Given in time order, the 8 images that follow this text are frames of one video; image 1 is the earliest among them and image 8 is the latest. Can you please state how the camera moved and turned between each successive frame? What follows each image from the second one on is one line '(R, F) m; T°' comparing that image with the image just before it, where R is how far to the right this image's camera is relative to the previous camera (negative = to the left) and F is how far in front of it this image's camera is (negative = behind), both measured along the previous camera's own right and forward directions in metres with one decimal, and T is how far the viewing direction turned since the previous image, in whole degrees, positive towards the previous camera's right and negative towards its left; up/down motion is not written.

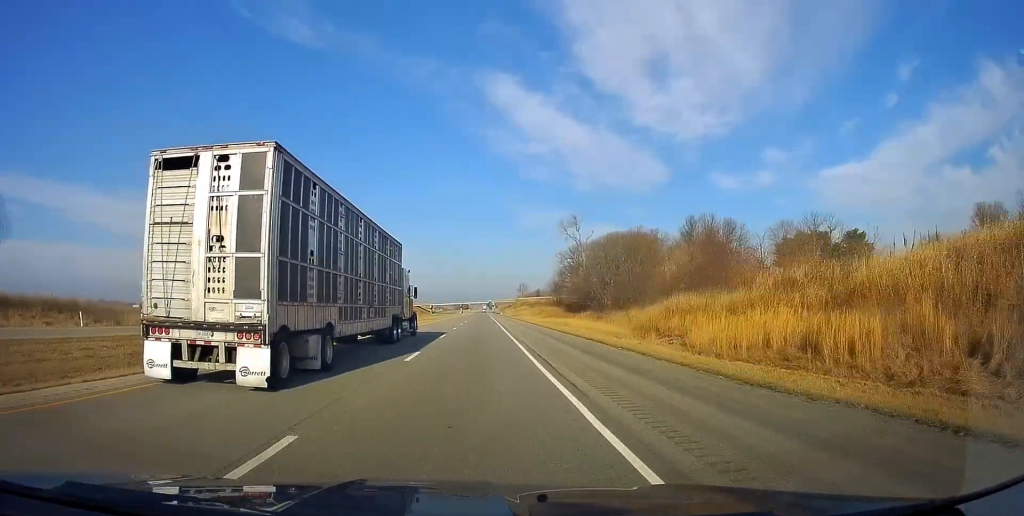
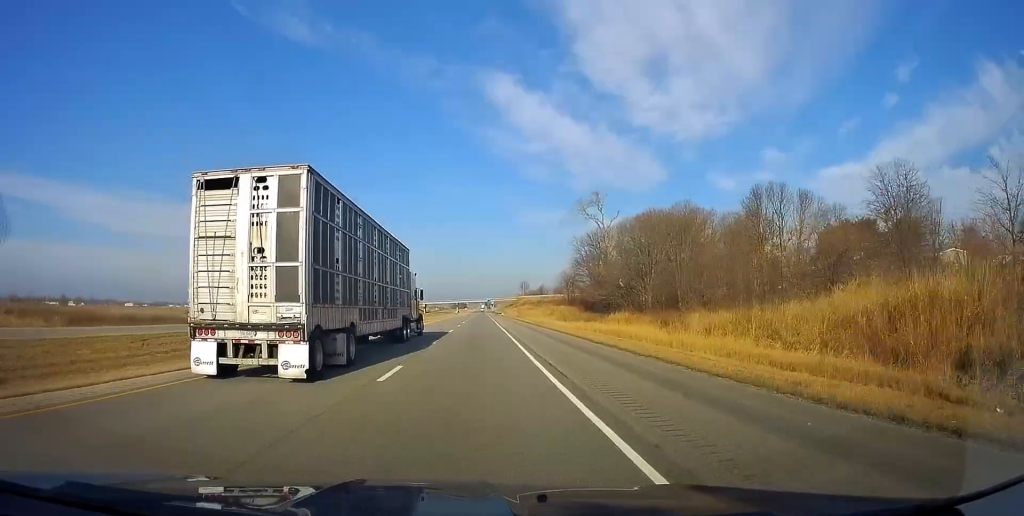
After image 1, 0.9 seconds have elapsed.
(+0.4, +29.6) m; 0°
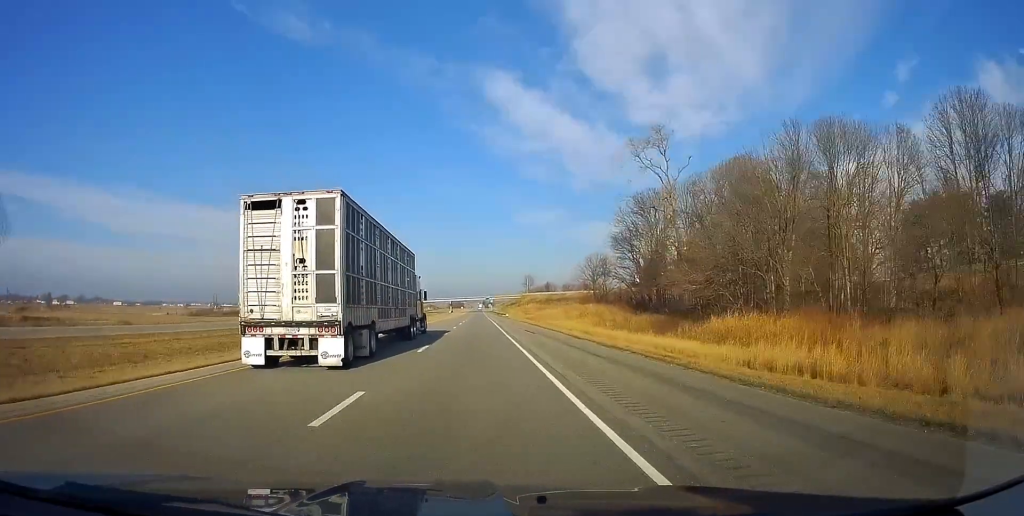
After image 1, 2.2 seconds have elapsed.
(0.0, +42.7) m; 0°
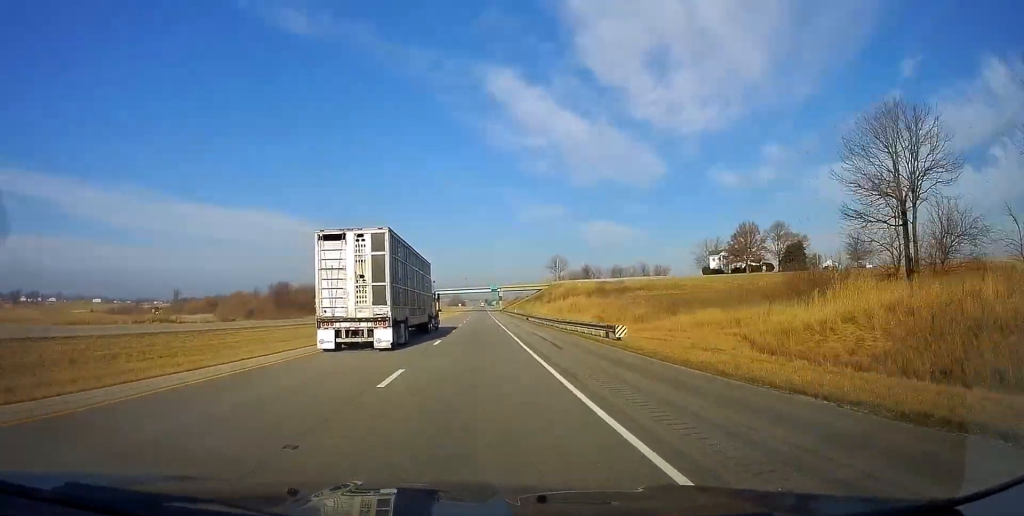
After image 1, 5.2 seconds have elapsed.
(-1.0, +97.3) m; 0°
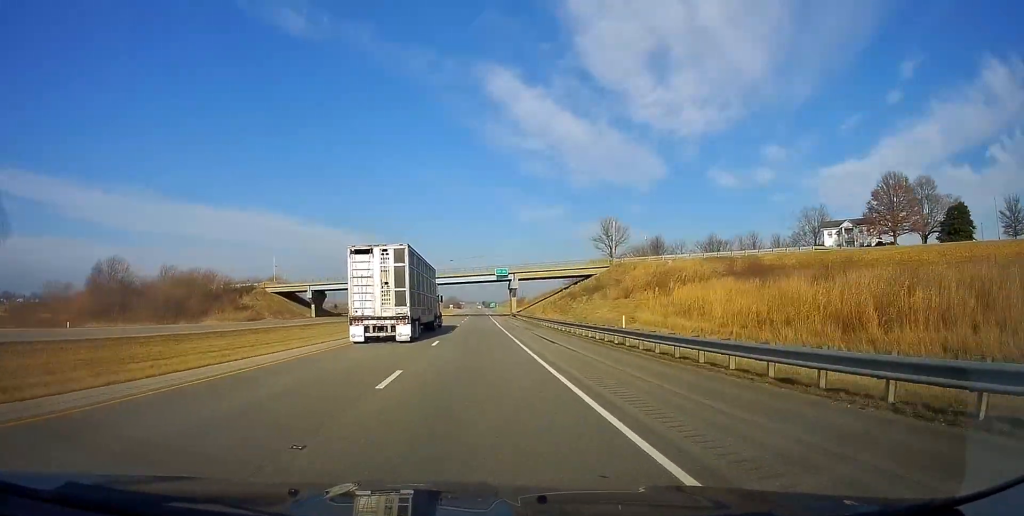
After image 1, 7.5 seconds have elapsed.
(+0.8, +75.6) m; +1°
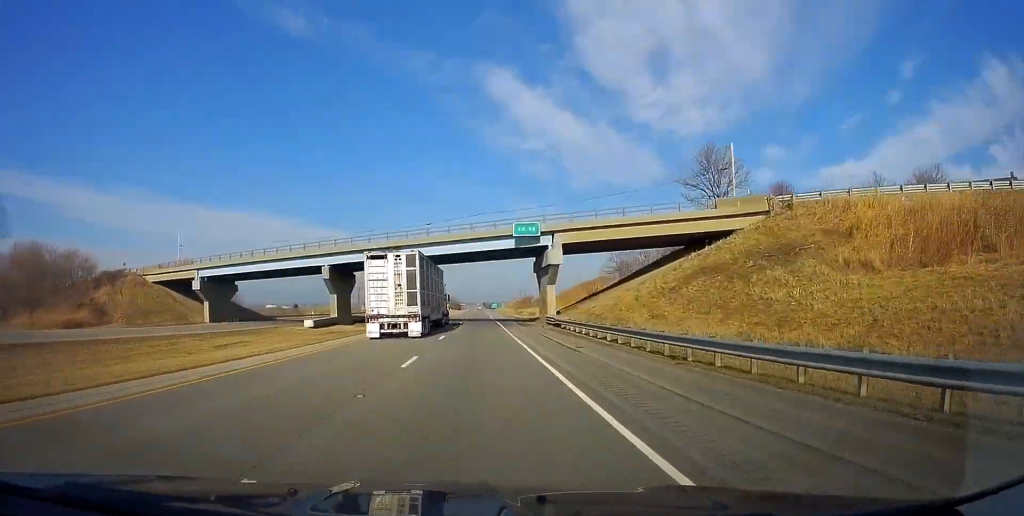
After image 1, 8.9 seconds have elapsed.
(+0.3, +47.1) m; 0°
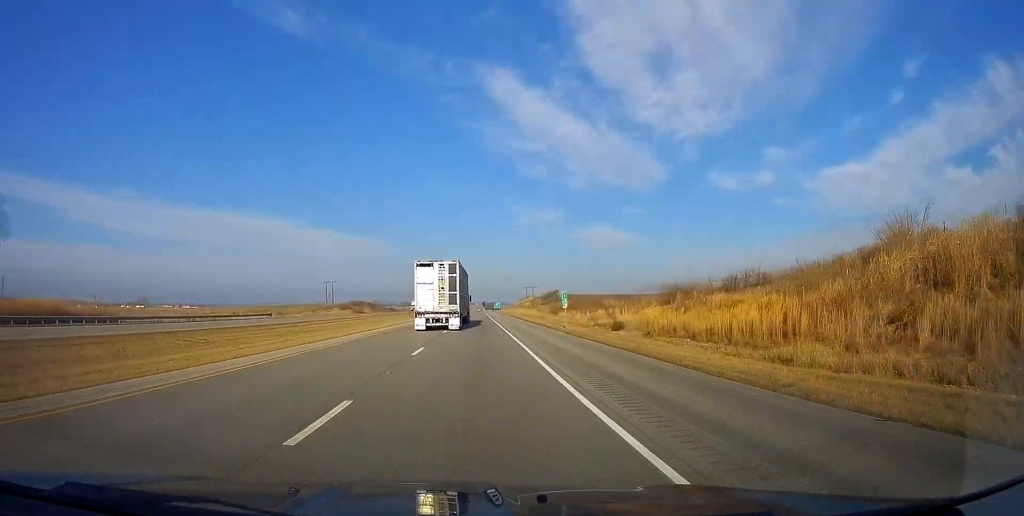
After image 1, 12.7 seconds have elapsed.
(-1.1, +123.7) m; 0°
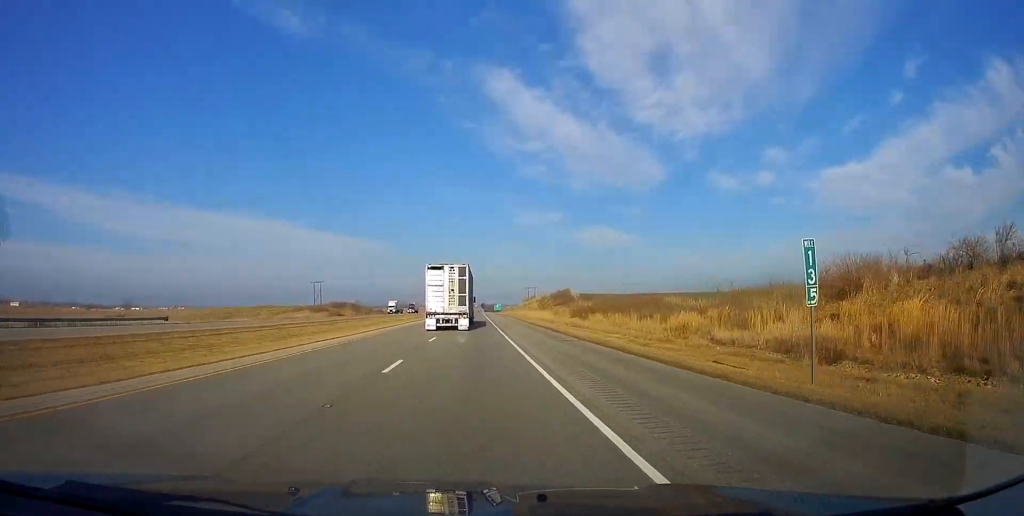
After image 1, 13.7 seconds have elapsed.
(0.0, +32.9) m; 0°
